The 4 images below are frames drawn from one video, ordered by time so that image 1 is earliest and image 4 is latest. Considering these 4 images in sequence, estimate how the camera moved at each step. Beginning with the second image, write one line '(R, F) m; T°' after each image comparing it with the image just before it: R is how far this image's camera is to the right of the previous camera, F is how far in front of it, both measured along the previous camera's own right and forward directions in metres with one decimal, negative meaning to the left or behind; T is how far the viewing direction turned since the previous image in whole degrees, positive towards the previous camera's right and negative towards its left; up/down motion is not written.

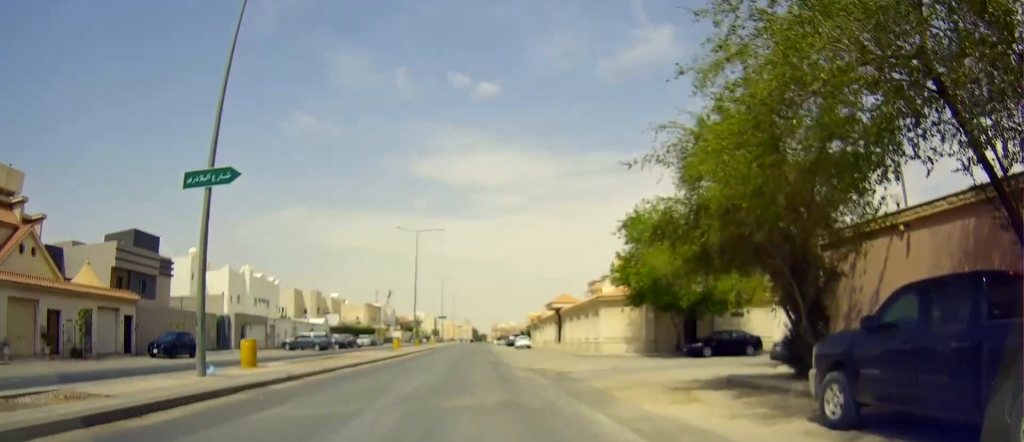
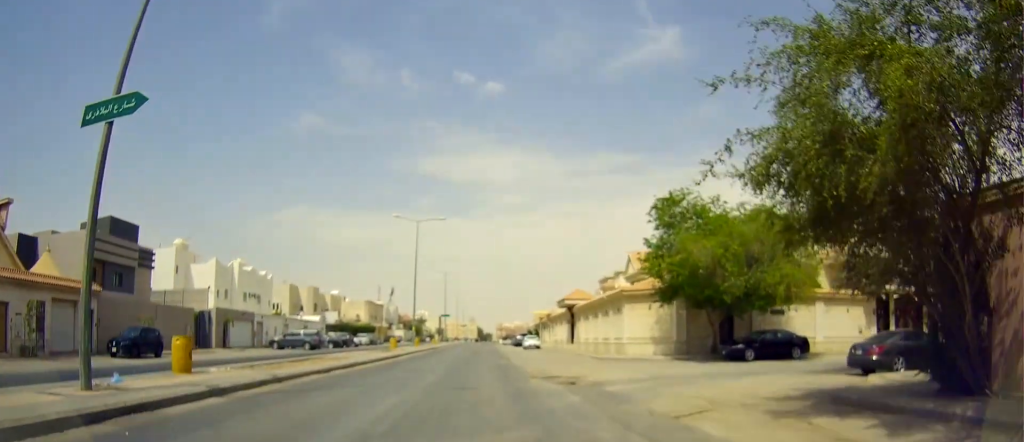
(-0.3, +5.3) m; +1°
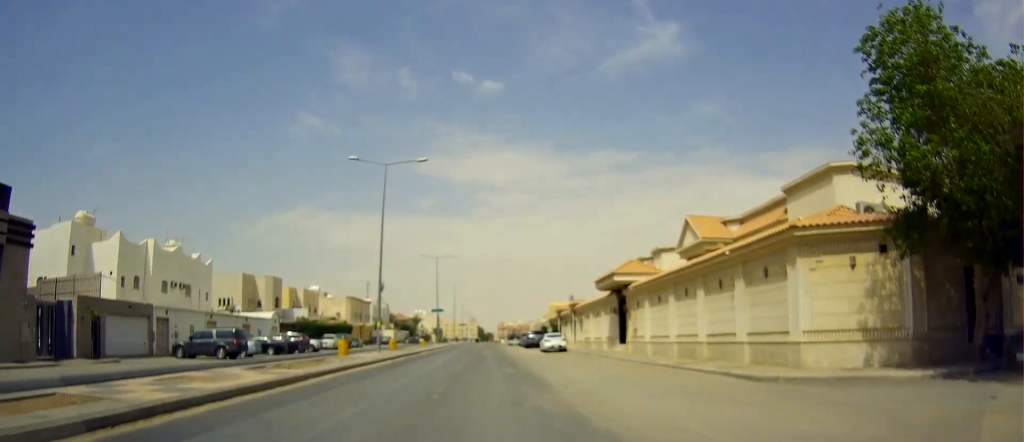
(+0.1, +18.7) m; 0°
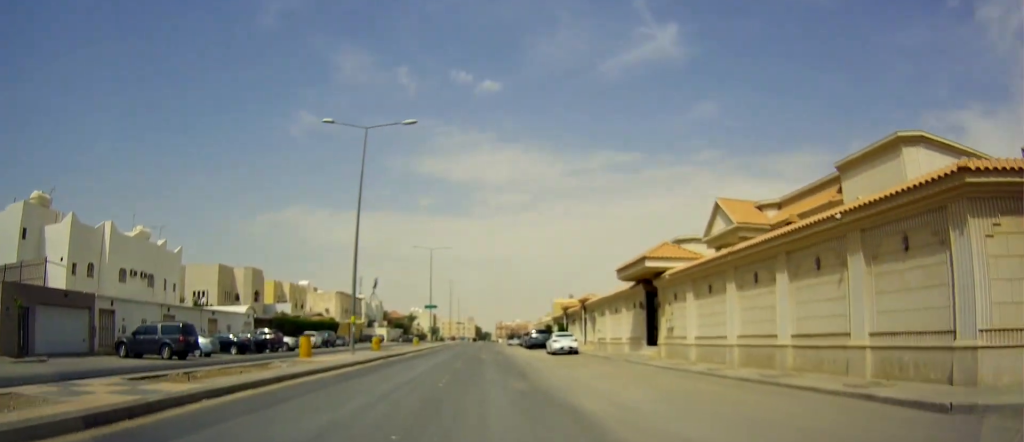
(0.0, +6.7) m; +2°
